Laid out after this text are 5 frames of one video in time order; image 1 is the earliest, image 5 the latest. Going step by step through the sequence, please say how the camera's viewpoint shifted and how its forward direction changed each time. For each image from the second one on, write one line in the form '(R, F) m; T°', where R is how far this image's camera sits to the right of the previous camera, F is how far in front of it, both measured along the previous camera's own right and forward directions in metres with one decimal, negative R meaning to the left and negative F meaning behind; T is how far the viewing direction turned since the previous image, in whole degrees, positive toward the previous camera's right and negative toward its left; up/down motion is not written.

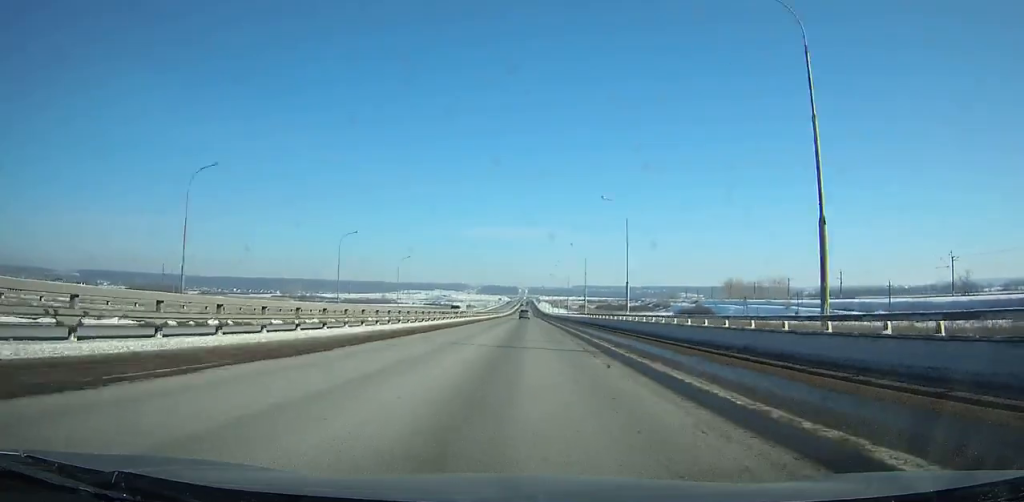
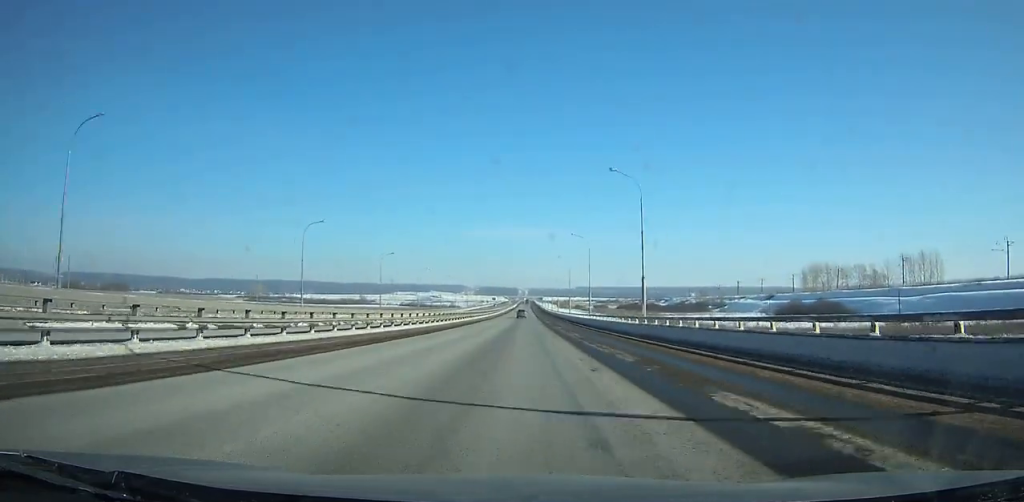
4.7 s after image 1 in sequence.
(-0.6, +132.2) m; 0°
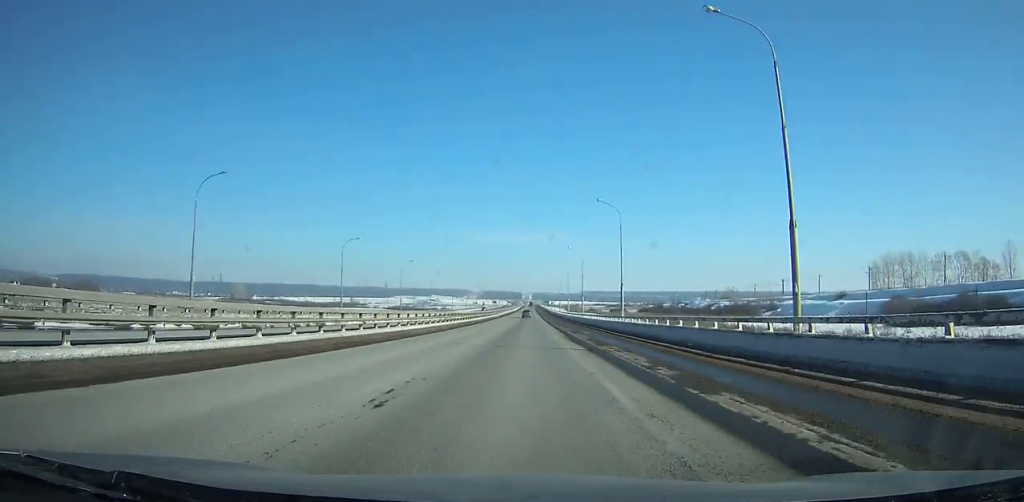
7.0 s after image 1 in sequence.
(0.0, +65.1) m; 0°
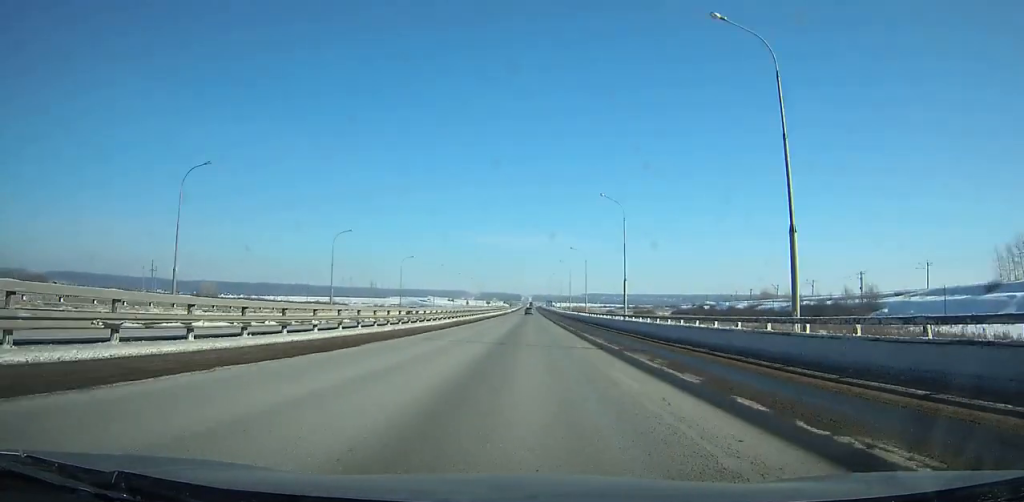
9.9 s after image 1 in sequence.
(-0.2, +82.7) m; 0°
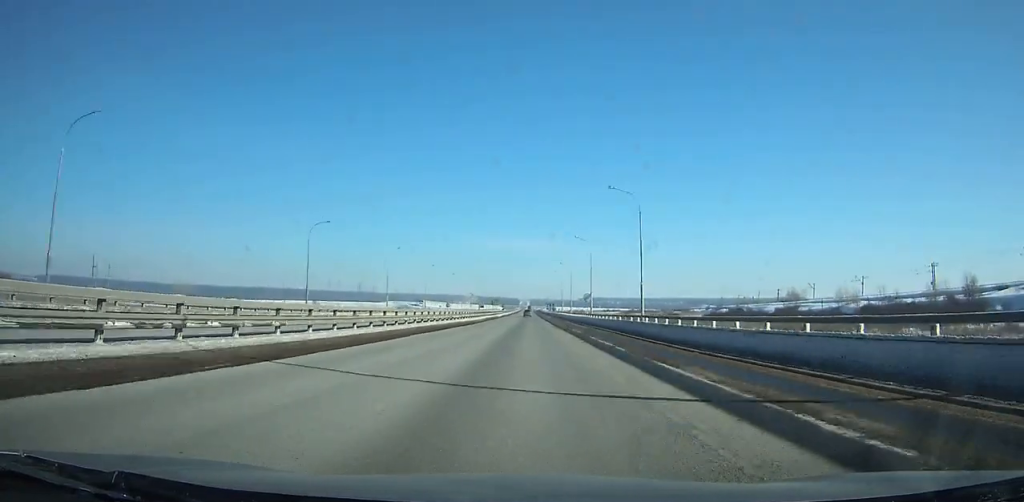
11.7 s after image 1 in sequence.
(-0.1, +51.5) m; 0°
